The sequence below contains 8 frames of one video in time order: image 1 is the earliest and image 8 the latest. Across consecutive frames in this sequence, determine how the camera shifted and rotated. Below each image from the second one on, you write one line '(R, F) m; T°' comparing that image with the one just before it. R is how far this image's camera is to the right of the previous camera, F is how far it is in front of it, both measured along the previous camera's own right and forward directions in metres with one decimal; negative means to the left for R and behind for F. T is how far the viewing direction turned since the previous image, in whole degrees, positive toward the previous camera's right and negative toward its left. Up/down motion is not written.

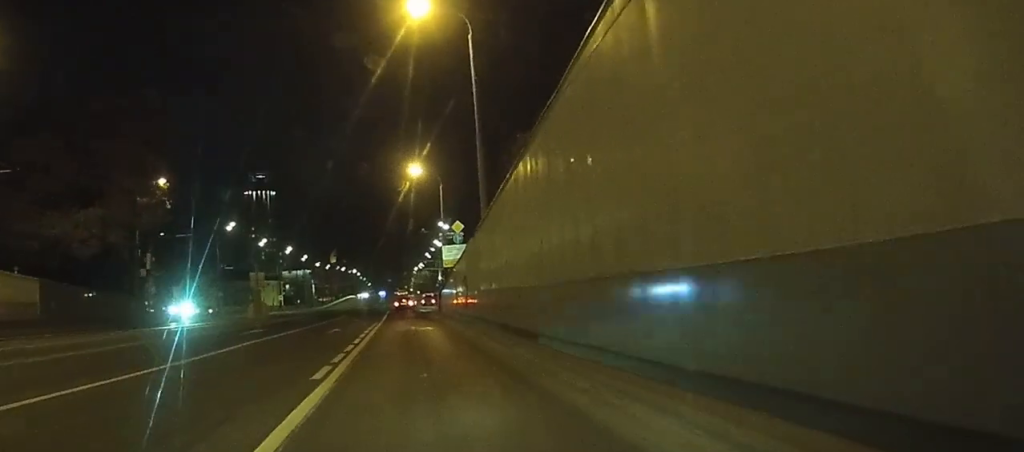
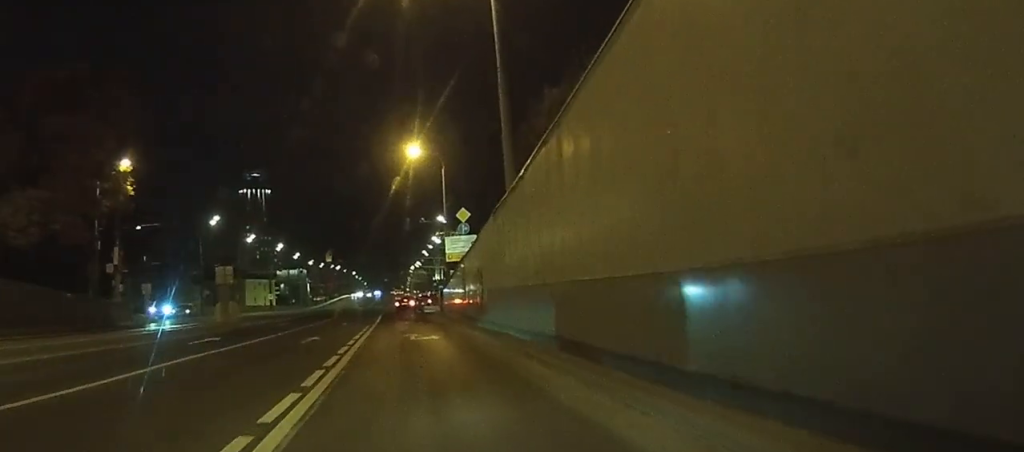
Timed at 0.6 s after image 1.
(+0.5, +9.7) m; 0°
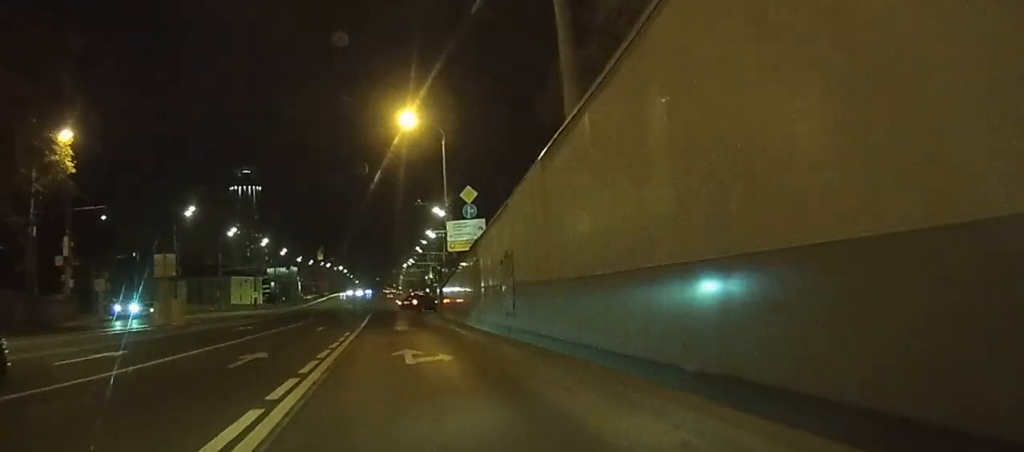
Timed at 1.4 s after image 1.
(+0.1, +10.8) m; -2°
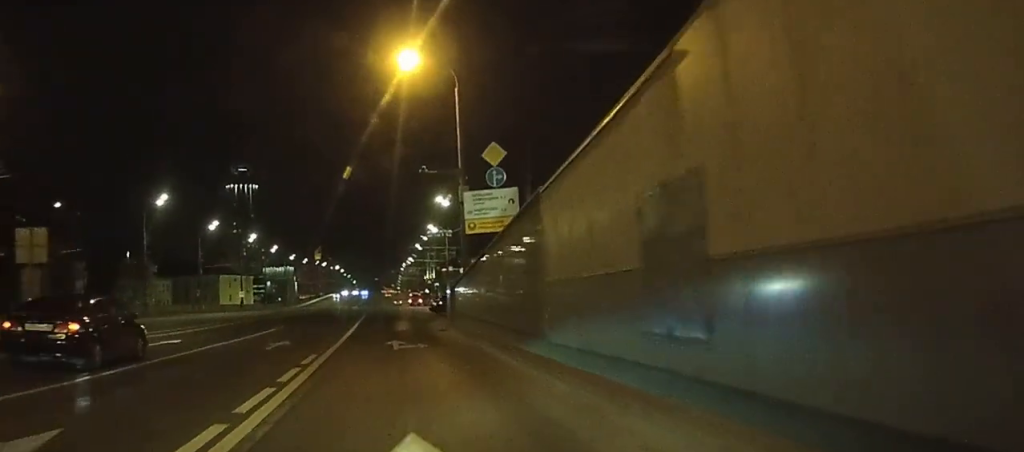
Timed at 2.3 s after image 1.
(-0.6, +13.3) m; -2°
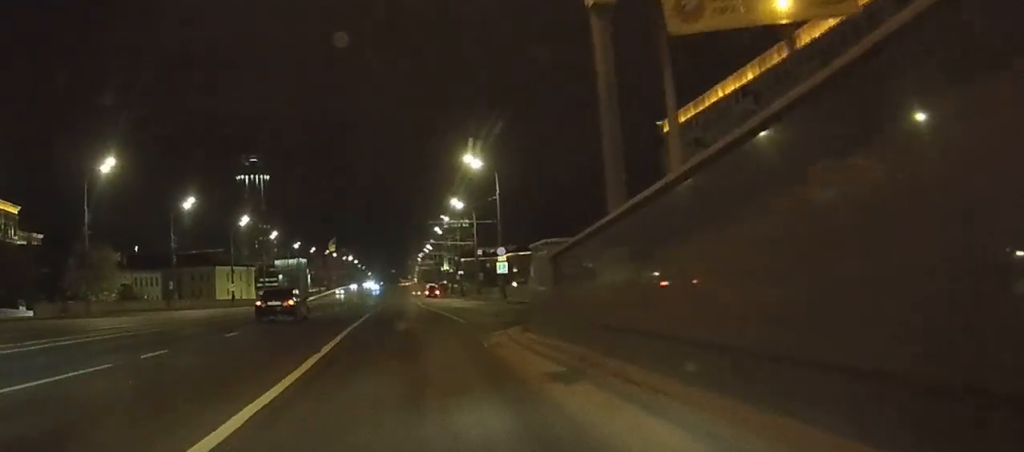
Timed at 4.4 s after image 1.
(+1.4, +24.0) m; +4°
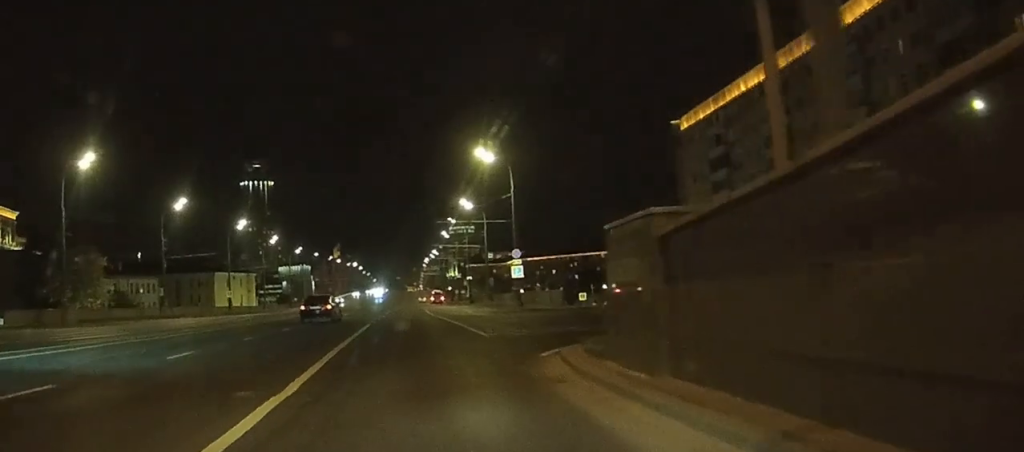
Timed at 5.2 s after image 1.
(-0.3, +6.8) m; -2°
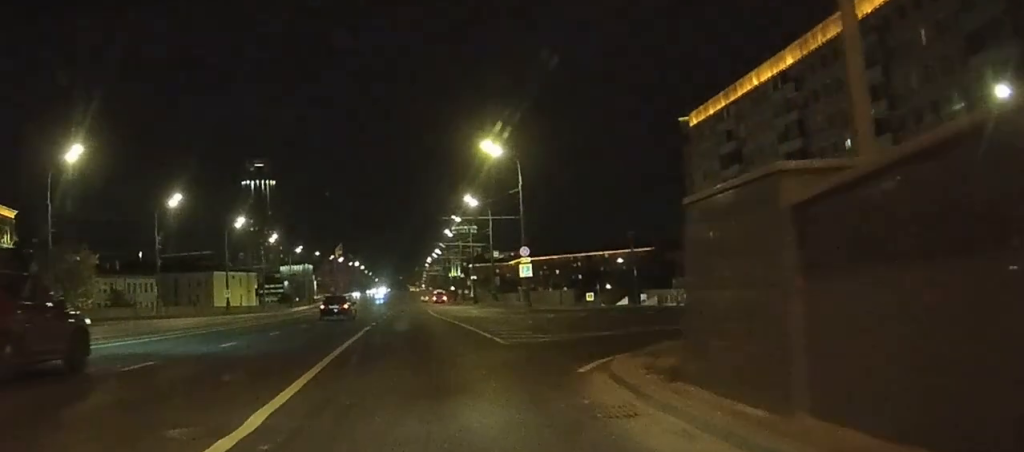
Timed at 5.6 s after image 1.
(0.0, +3.4) m; 0°
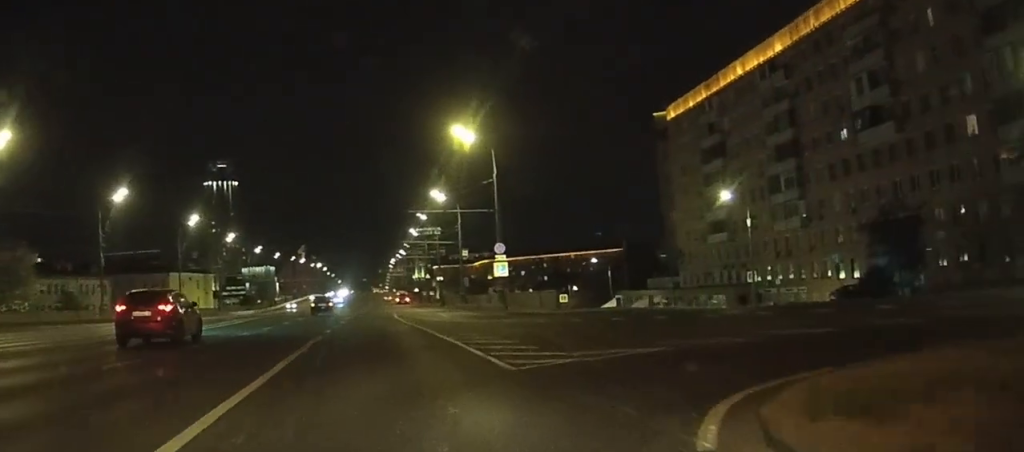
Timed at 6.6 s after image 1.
(+0.1, +7.1) m; +7°
